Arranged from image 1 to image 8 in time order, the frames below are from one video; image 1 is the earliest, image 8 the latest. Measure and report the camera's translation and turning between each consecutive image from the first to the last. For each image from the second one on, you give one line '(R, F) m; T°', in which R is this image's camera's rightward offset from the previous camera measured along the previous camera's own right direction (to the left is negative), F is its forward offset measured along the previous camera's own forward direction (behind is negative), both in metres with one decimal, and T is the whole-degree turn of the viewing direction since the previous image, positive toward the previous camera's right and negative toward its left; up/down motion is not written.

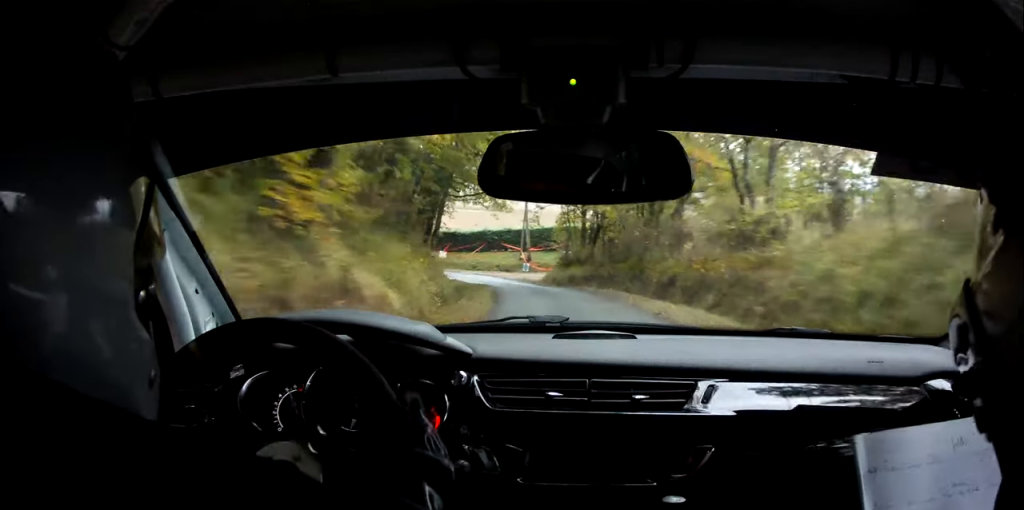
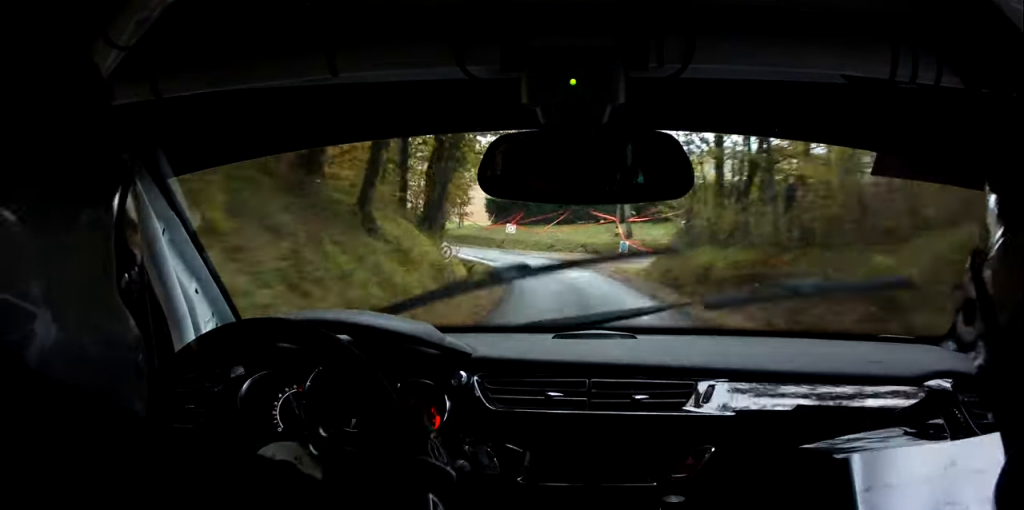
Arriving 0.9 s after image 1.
(-1.1, +23.4) m; -5°
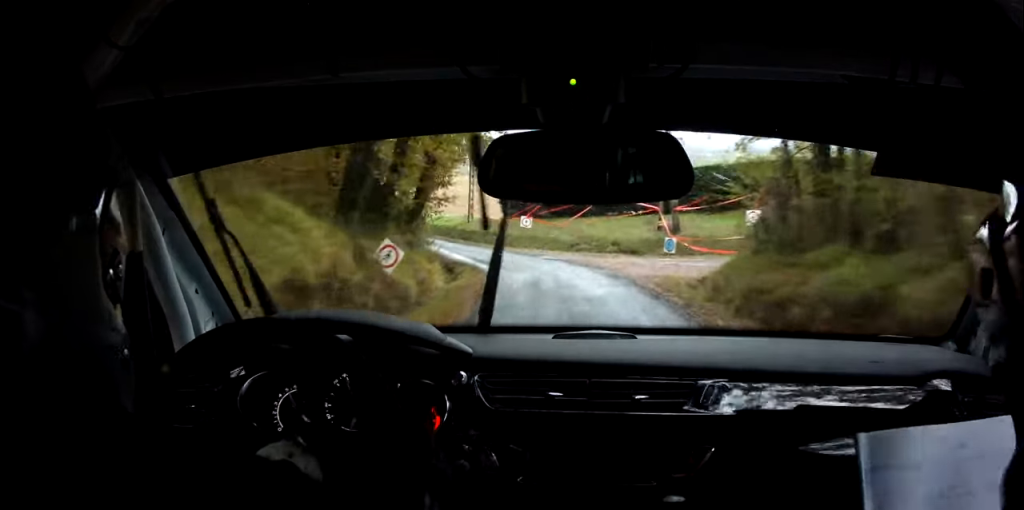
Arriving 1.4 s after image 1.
(-0.5, +11.7) m; -5°
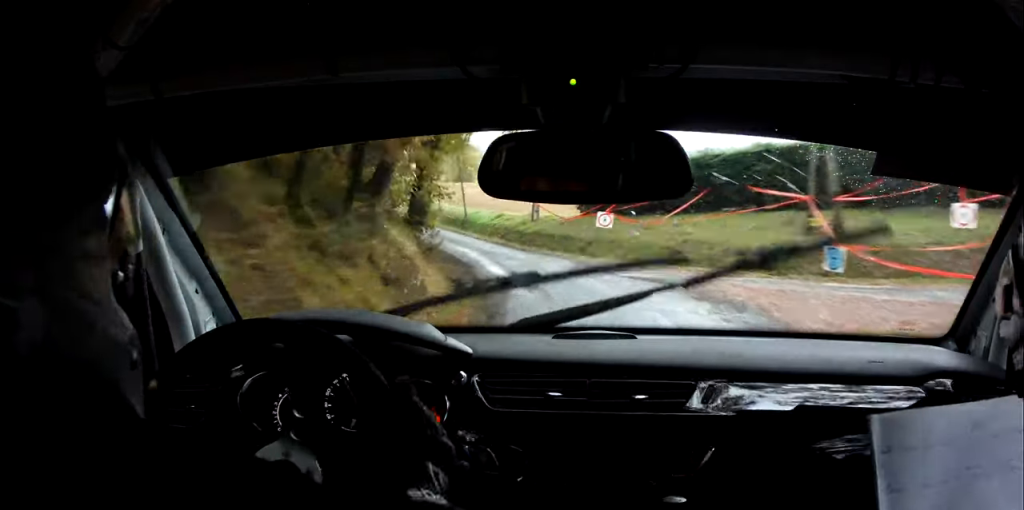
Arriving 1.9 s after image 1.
(+0.4, +14.2) m; -6°
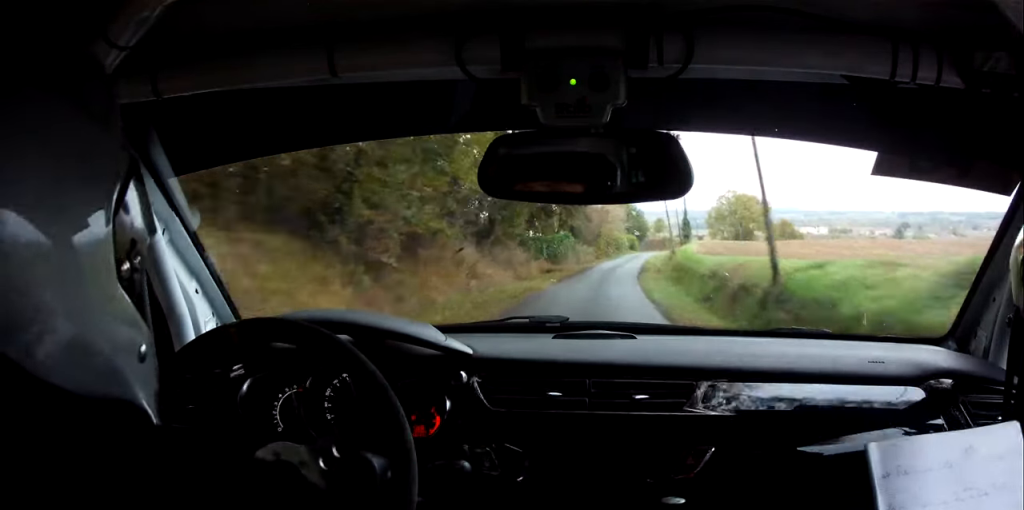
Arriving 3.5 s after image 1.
(-9.1, +40.1) m; -21°
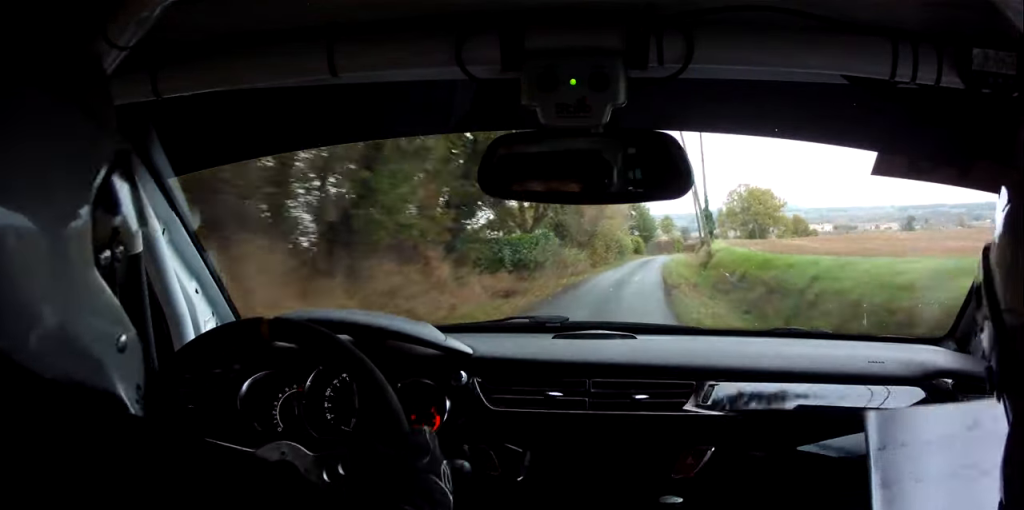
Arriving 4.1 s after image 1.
(-1.0, +18.9) m; -5°
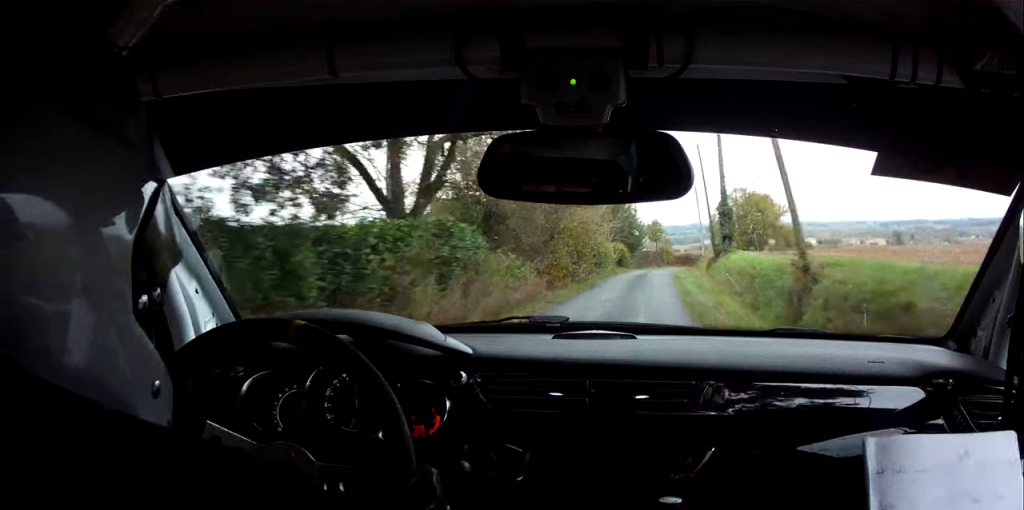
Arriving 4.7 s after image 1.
(-1.2, +20.3) m; -1°
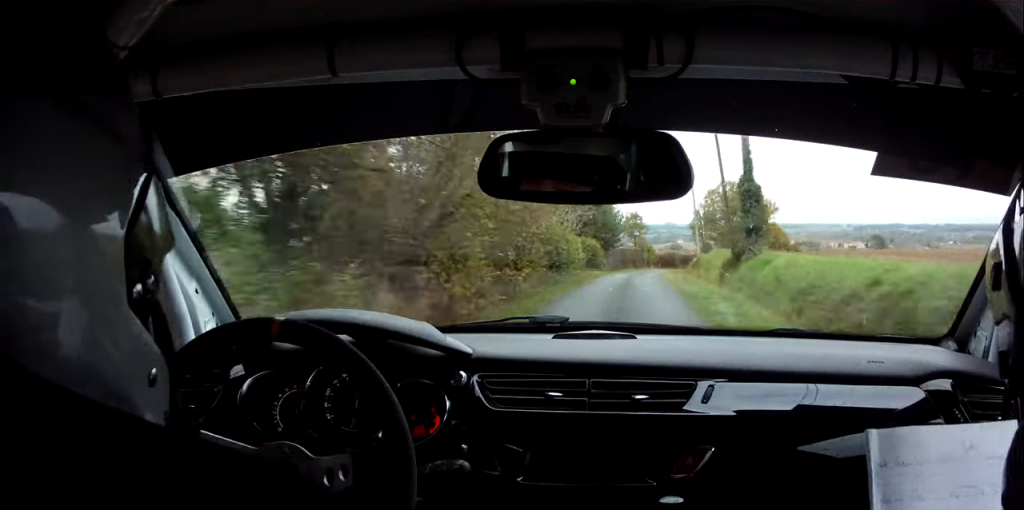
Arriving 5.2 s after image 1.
(-0.1, +15.2) m; +1°
